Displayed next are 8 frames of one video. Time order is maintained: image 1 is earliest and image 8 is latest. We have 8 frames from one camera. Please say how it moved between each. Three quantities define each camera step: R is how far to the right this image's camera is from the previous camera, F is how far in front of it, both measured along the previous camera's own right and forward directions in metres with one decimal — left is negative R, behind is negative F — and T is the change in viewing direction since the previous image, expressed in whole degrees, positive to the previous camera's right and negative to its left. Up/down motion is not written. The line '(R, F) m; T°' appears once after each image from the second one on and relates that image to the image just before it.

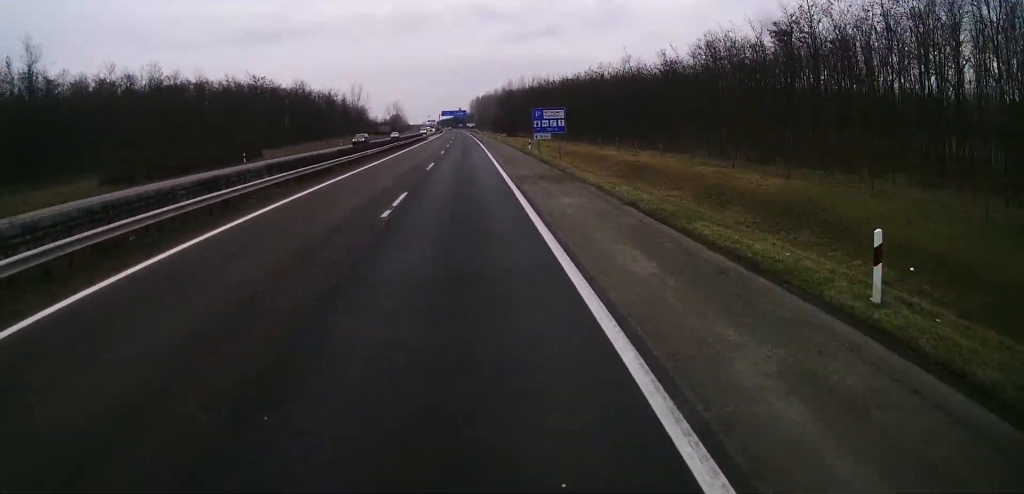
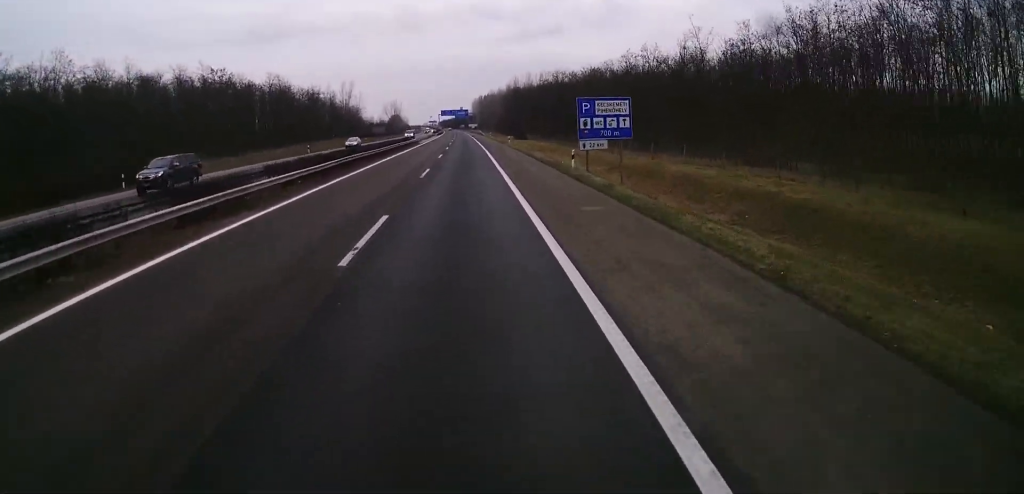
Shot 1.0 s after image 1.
(-0.2, +23.1) m; -1°
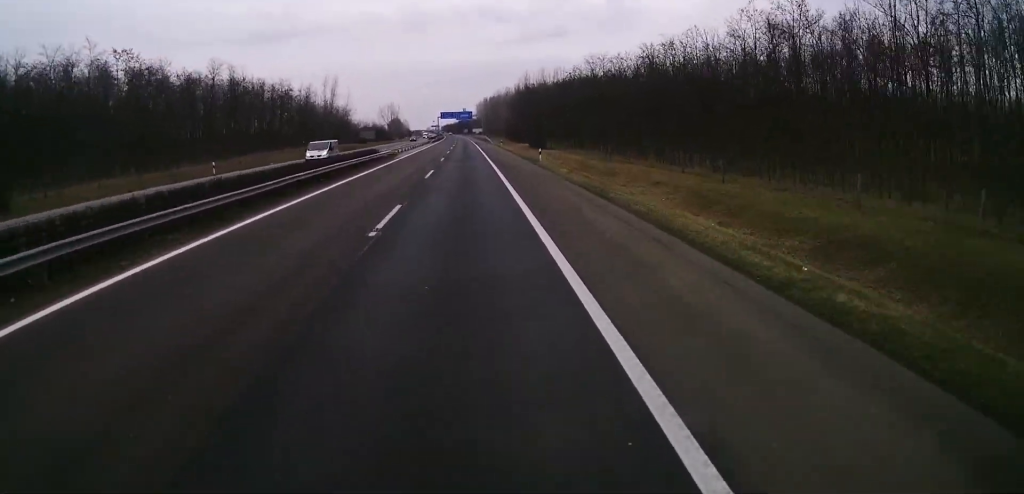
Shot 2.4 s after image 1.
(-0.1, +33.1) m; +1°
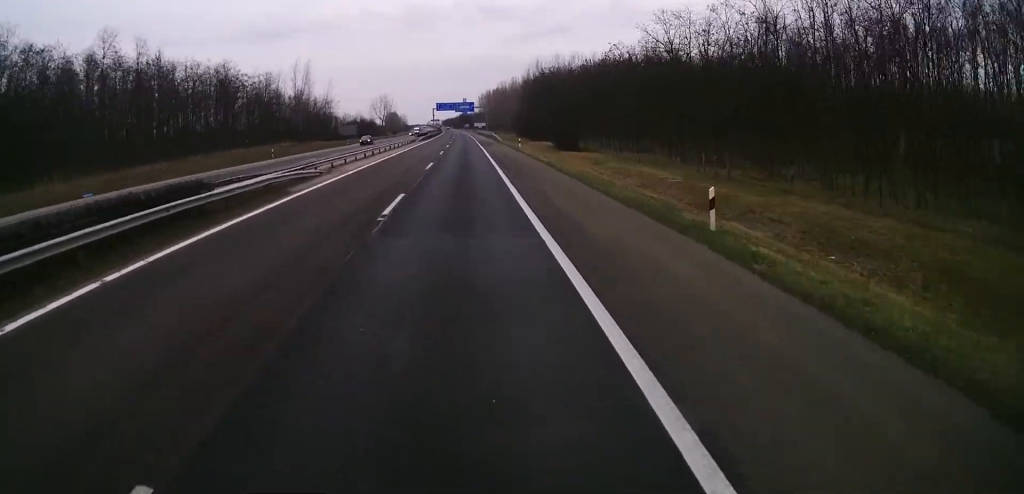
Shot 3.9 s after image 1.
(-0.1, +34.7) m; -1°
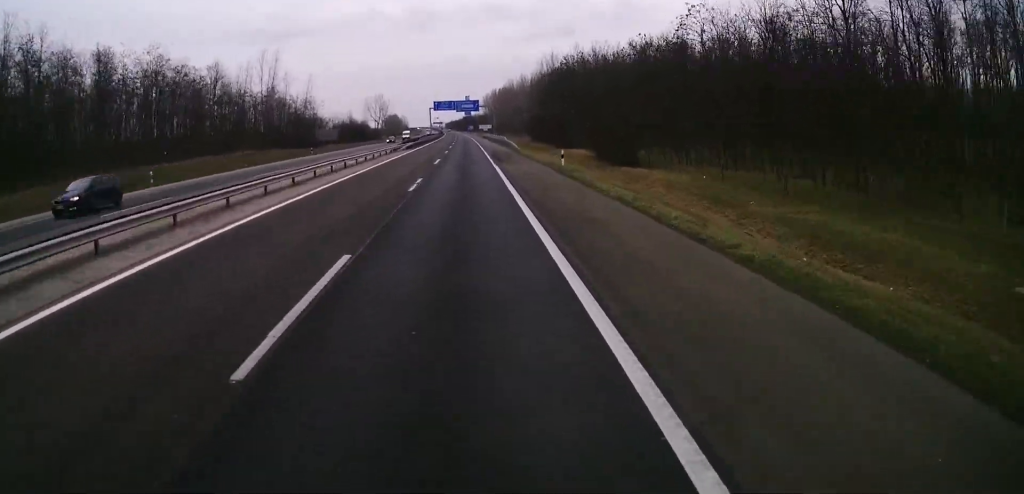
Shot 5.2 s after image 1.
(-0.2, +28.7) m; 0°
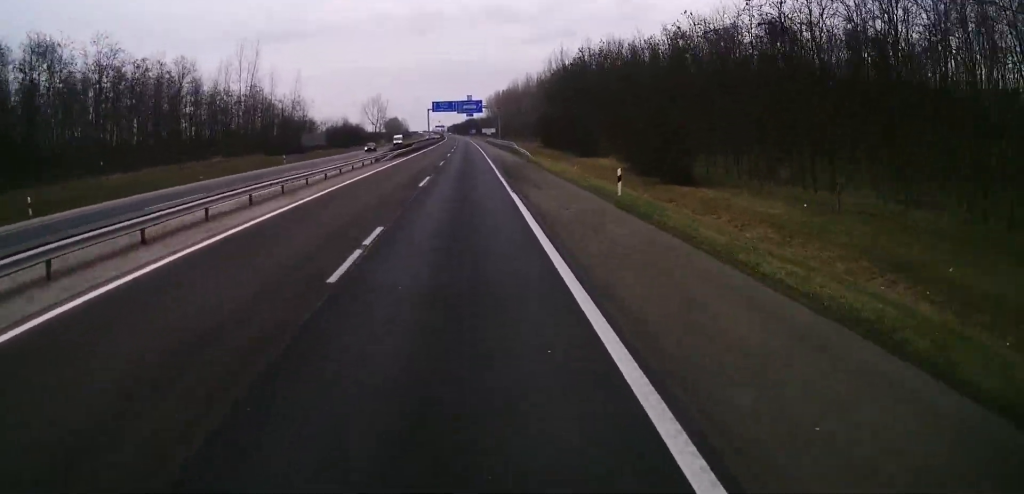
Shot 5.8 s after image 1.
(+0.1, +14.0) m; 0°
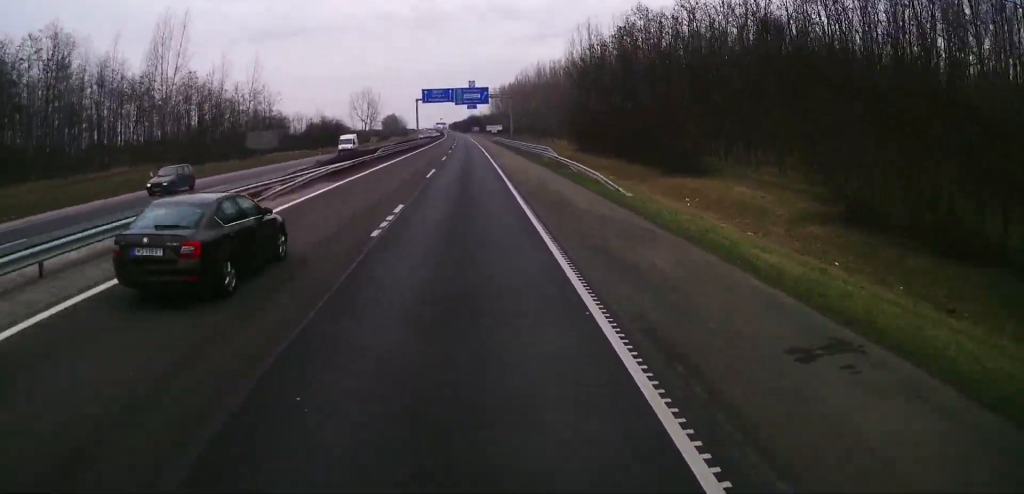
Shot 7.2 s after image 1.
(-0.6, +32.4) m; -2°
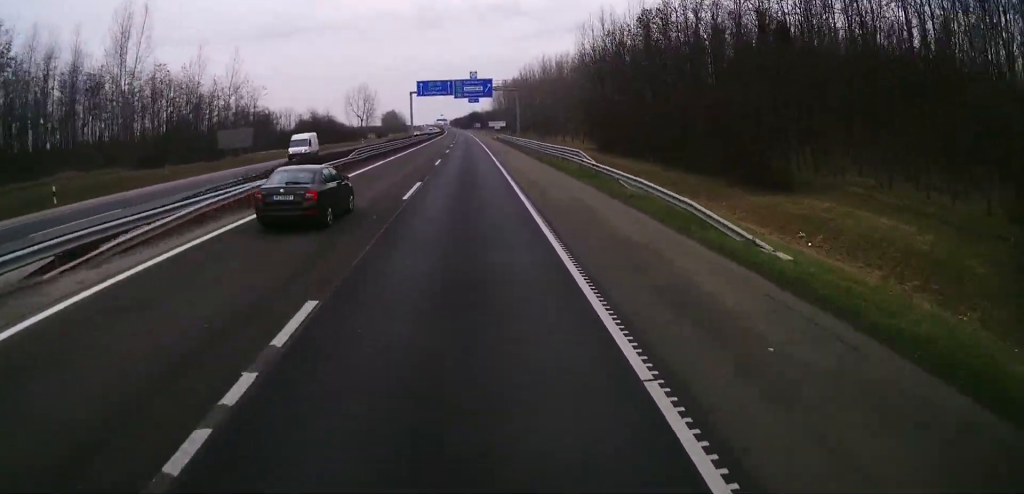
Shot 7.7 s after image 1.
(-0.1, +11.5) m; 0°
